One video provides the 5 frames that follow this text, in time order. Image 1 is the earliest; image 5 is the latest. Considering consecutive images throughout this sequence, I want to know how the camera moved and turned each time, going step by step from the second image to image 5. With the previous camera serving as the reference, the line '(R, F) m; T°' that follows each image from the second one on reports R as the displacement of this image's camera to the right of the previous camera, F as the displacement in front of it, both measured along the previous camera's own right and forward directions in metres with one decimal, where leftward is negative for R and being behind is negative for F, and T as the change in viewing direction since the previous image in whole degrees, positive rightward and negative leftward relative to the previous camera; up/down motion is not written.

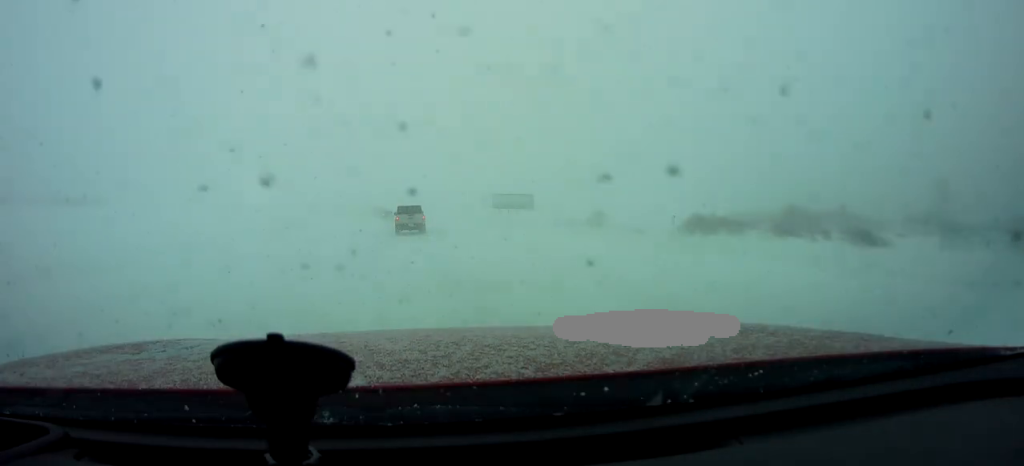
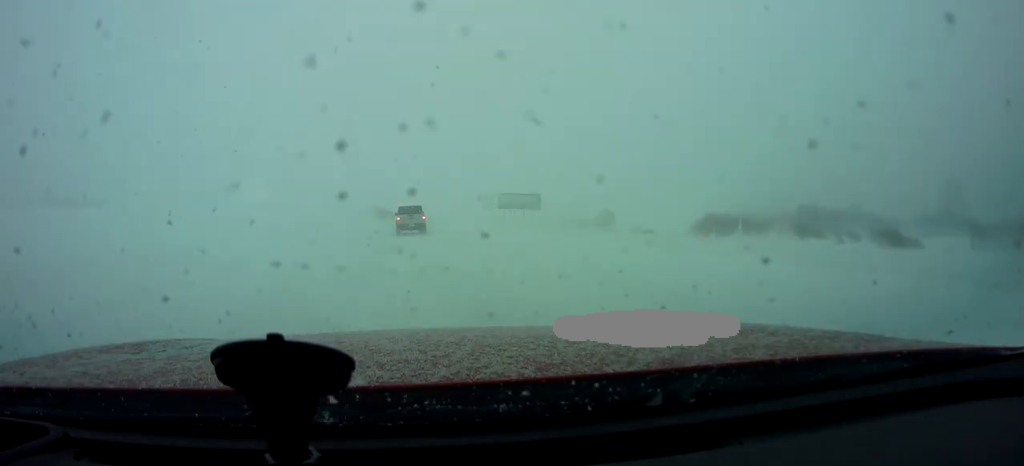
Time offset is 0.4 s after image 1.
(+0.1, +3.0) m; +2°
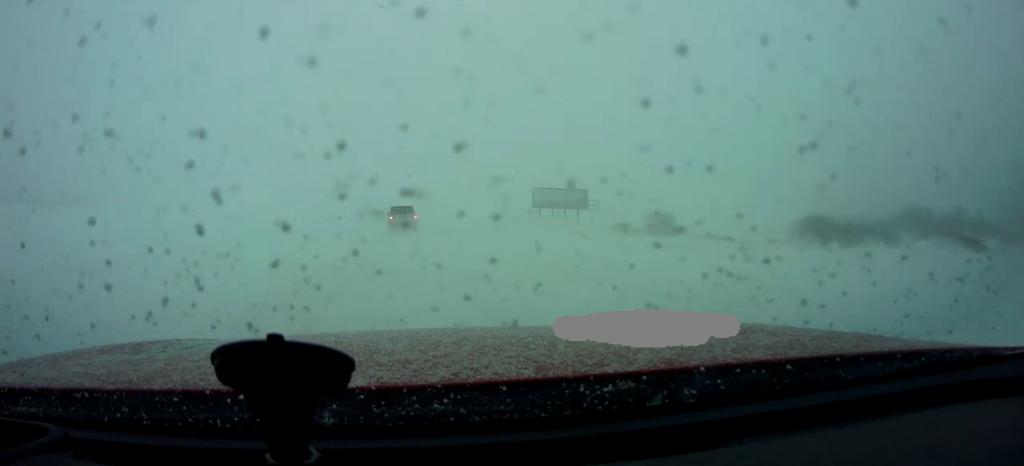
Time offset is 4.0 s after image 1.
(-0.5, +24.1) m; -1°
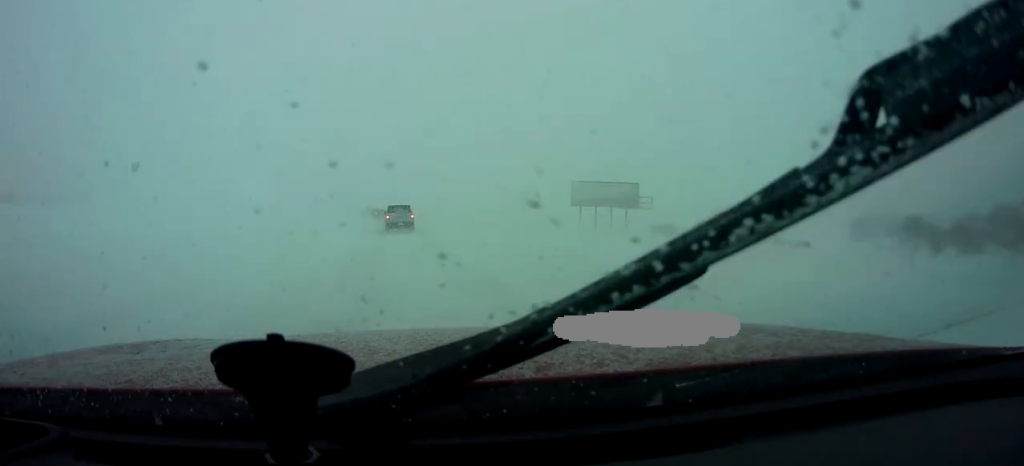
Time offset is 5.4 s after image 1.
(+0.3, +11.6) m; -1°
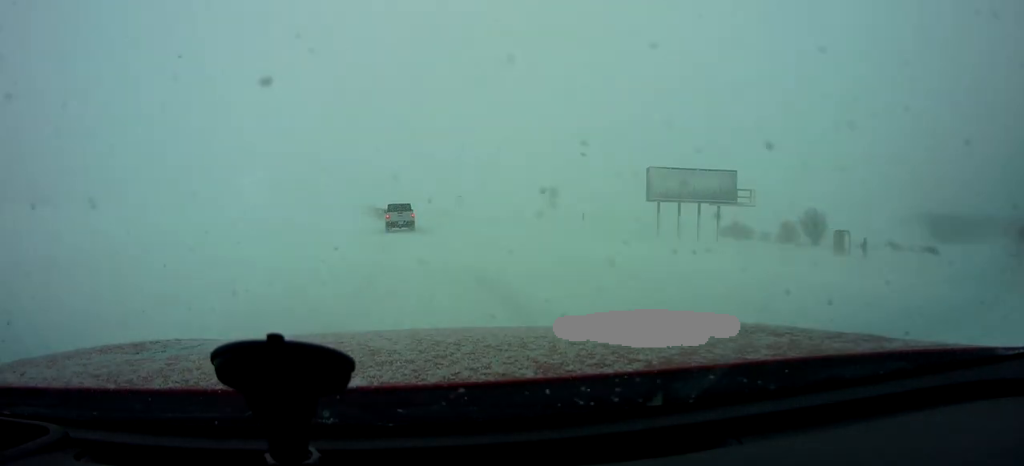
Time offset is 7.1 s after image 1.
(-0.8, +15.1) m; -4°
